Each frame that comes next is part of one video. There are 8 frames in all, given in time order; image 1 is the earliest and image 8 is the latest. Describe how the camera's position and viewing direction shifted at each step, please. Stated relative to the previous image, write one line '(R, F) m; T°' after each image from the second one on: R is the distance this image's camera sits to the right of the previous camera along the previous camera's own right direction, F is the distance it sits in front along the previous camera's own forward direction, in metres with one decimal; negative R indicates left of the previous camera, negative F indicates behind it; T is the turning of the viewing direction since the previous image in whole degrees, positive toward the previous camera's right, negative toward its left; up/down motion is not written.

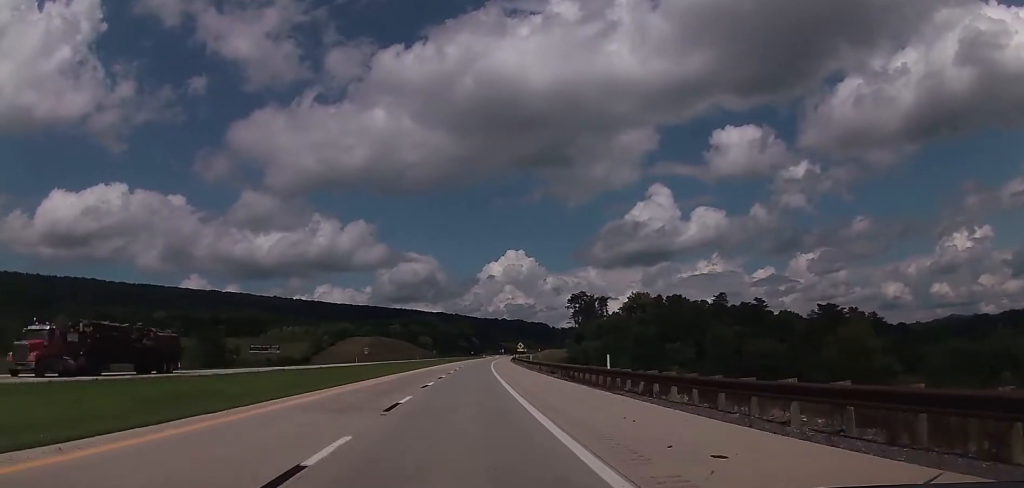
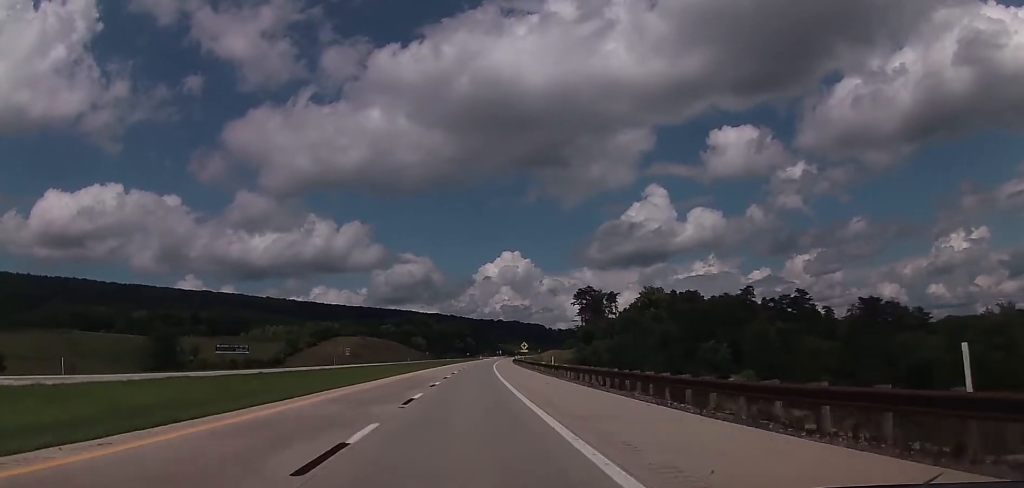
(0.0, +21.9) m; 0°
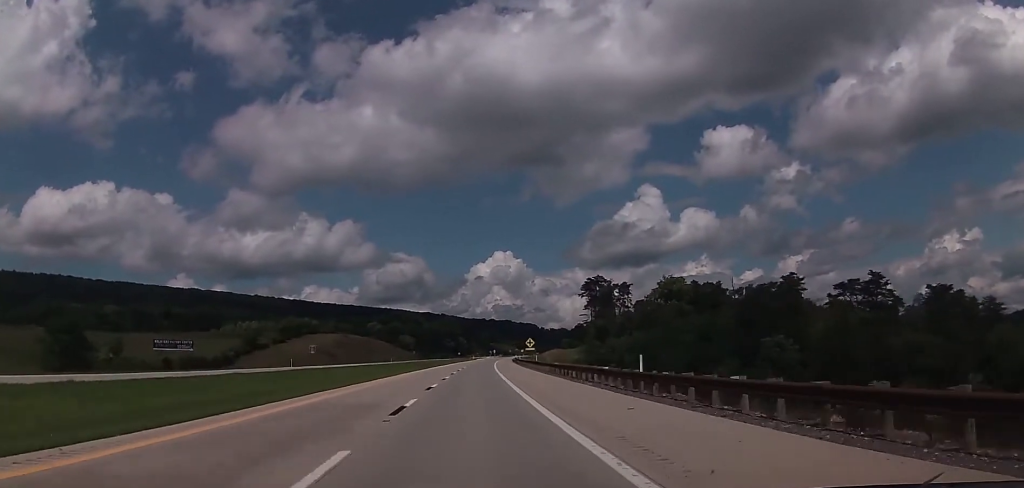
(+0.1, +28.5) m; 0°
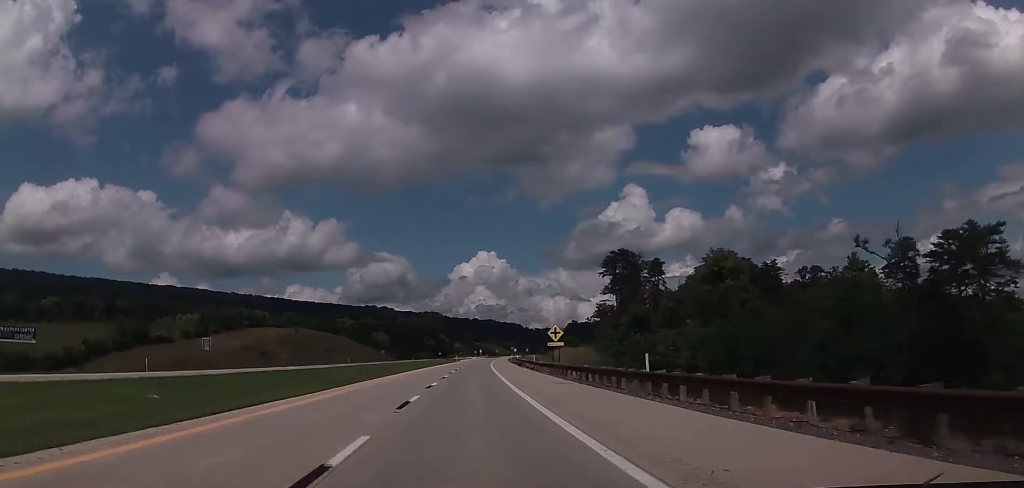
(+0.6, +47.2) m; +2°
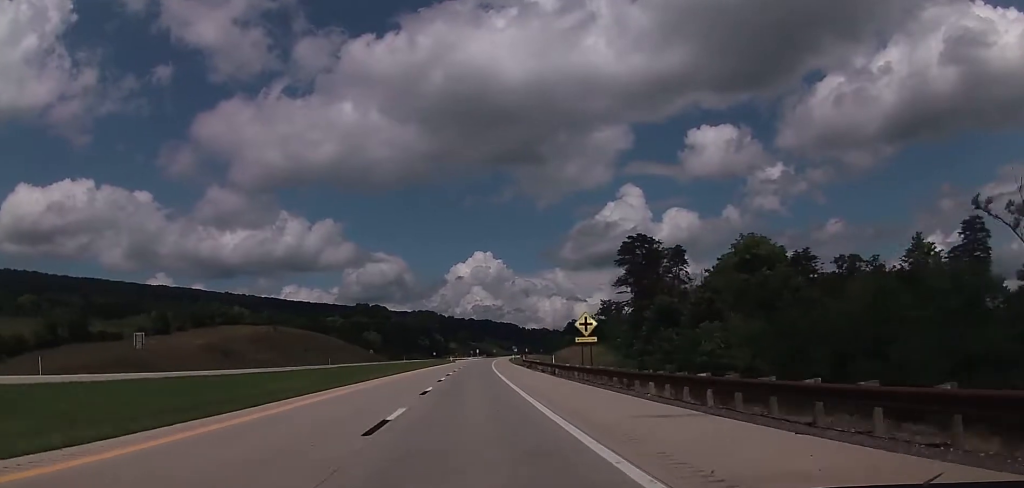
(+0.3, +17.6) m; +1°
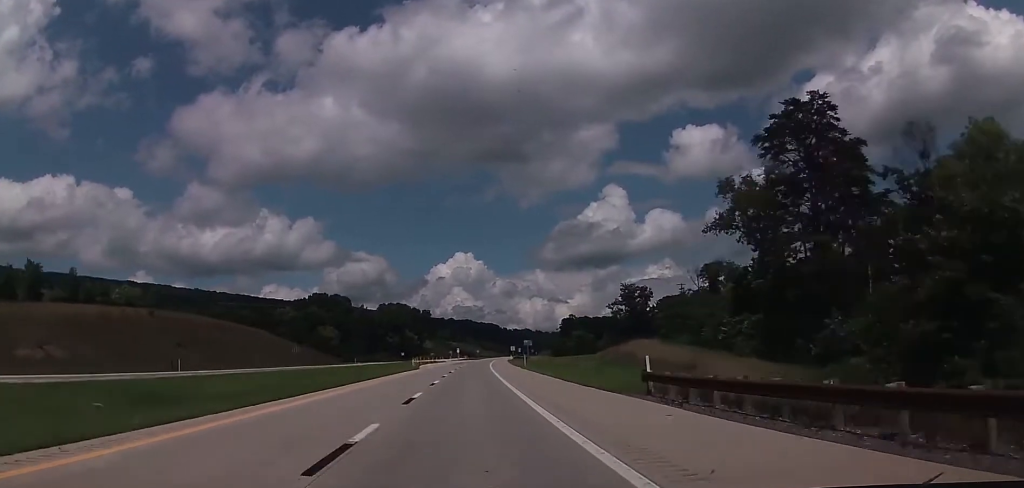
(+0.1, +65.9) m; +1°
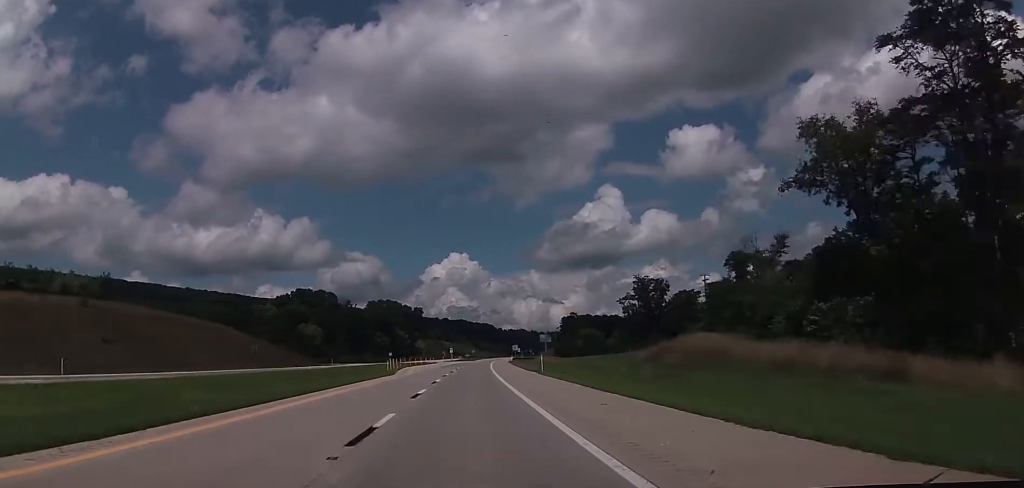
(+0.2, +22.0) m; +1°
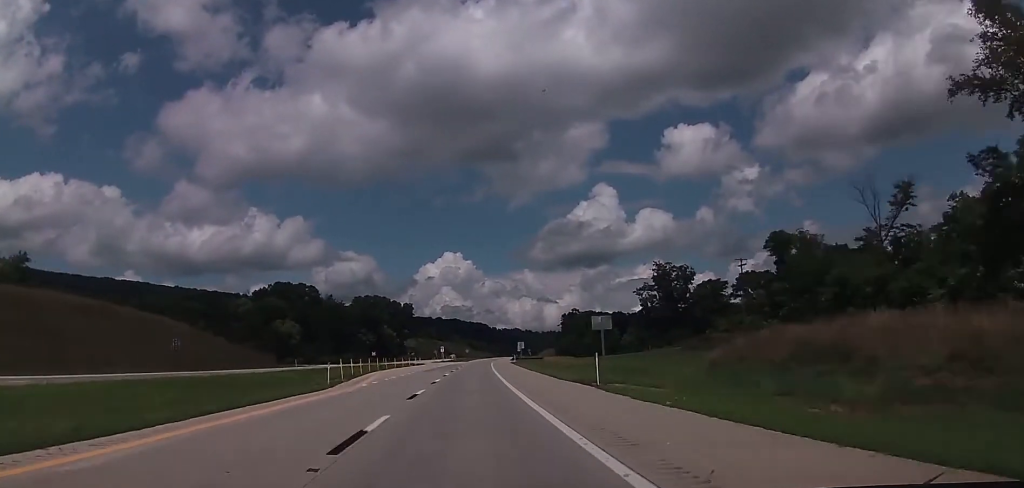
(+0.2, +25.2) m; +1°
